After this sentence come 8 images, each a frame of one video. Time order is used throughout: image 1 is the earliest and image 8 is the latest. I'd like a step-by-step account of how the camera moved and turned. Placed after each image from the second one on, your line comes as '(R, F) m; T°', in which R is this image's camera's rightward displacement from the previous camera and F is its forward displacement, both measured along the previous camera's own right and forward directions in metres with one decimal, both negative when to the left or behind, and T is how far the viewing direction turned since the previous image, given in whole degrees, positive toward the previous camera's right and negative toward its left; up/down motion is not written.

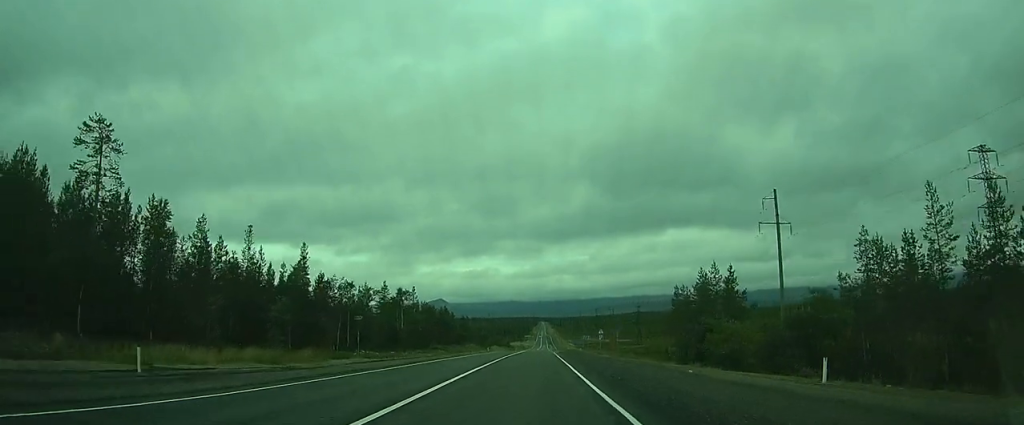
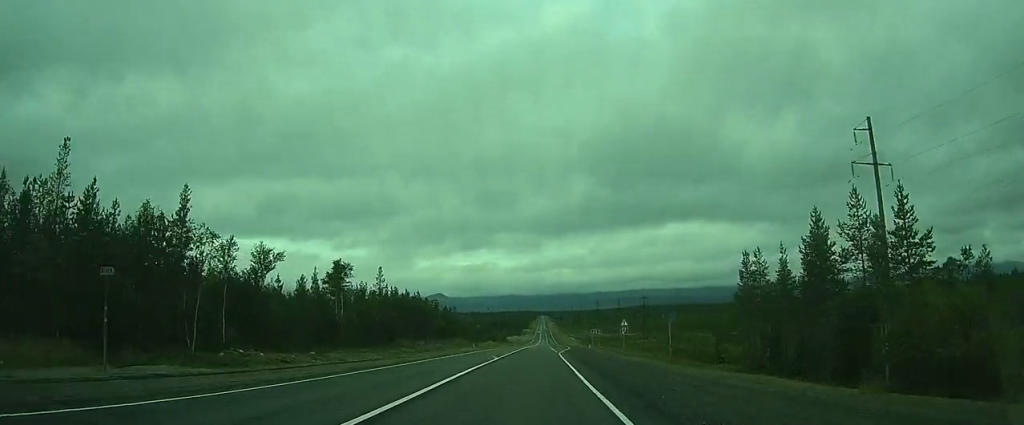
(-0.3, +22.2) m; -2°
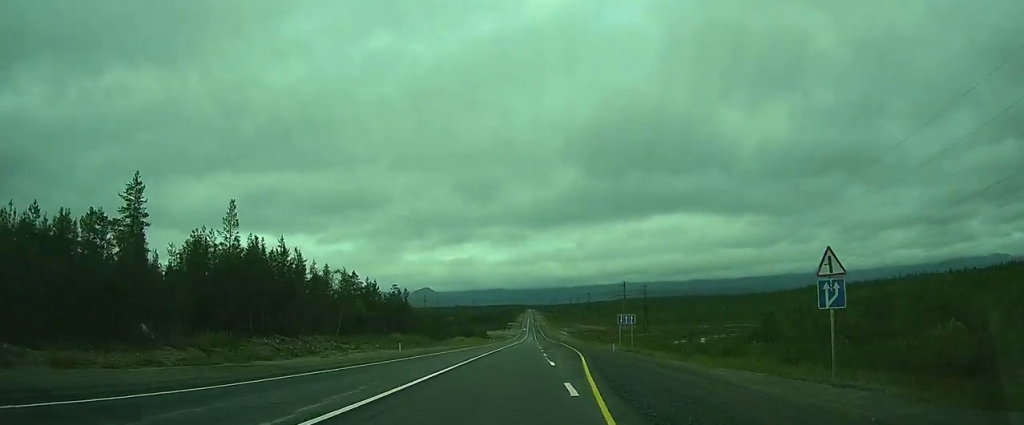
(-0.5, +42.6) m; 0°
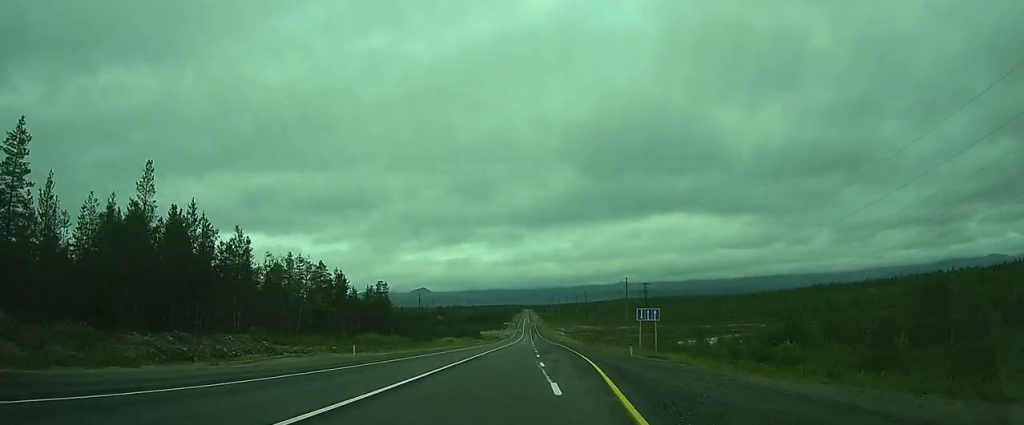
(0.0, +12.0) m; 0°
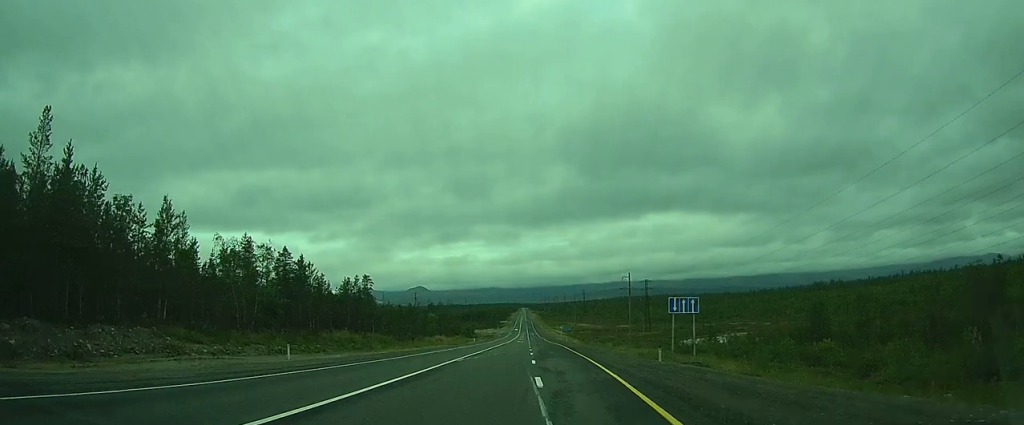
(0.0, +10.4) m; 0°
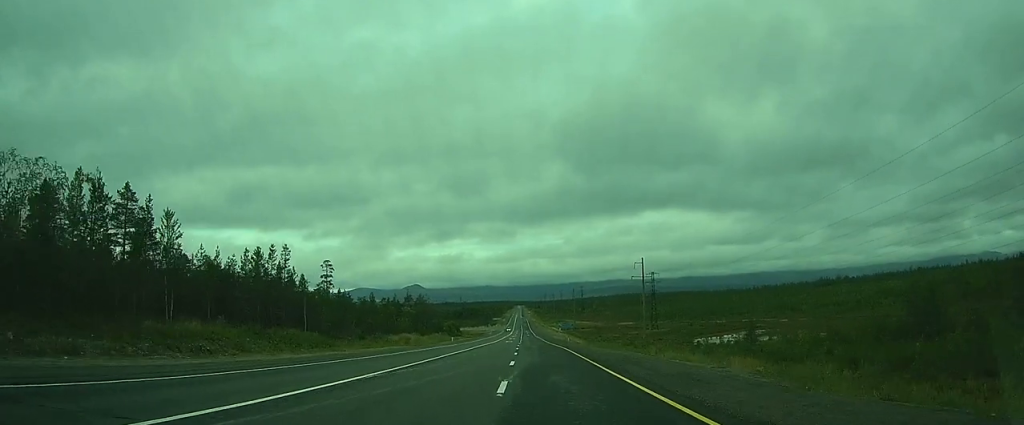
(+0.1, +27.1) m; +1°
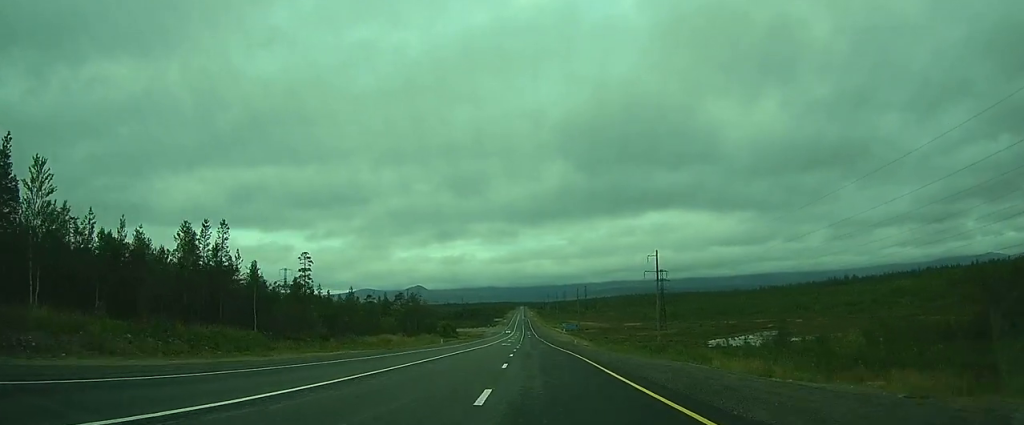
(-0.1, +13.4) m; +1°
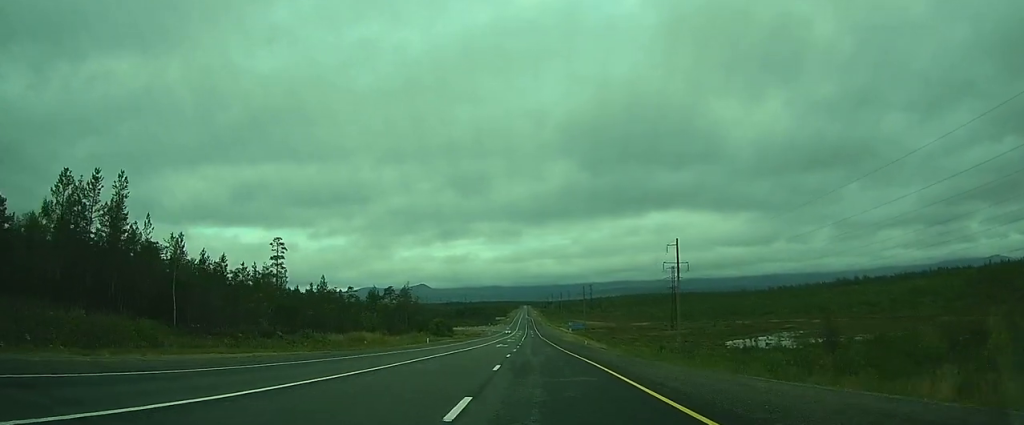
(+0.3, +13.9) m; 0°
